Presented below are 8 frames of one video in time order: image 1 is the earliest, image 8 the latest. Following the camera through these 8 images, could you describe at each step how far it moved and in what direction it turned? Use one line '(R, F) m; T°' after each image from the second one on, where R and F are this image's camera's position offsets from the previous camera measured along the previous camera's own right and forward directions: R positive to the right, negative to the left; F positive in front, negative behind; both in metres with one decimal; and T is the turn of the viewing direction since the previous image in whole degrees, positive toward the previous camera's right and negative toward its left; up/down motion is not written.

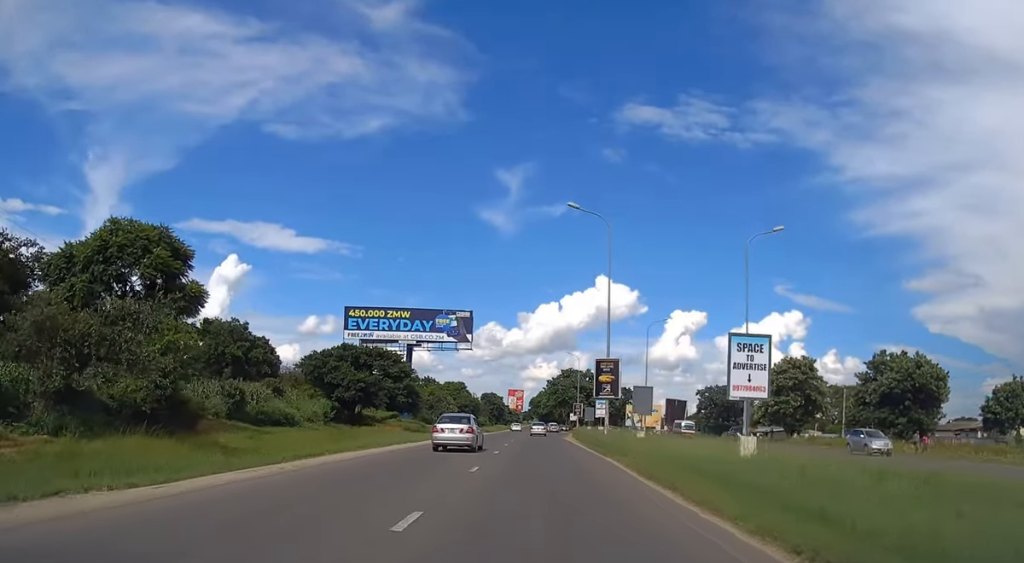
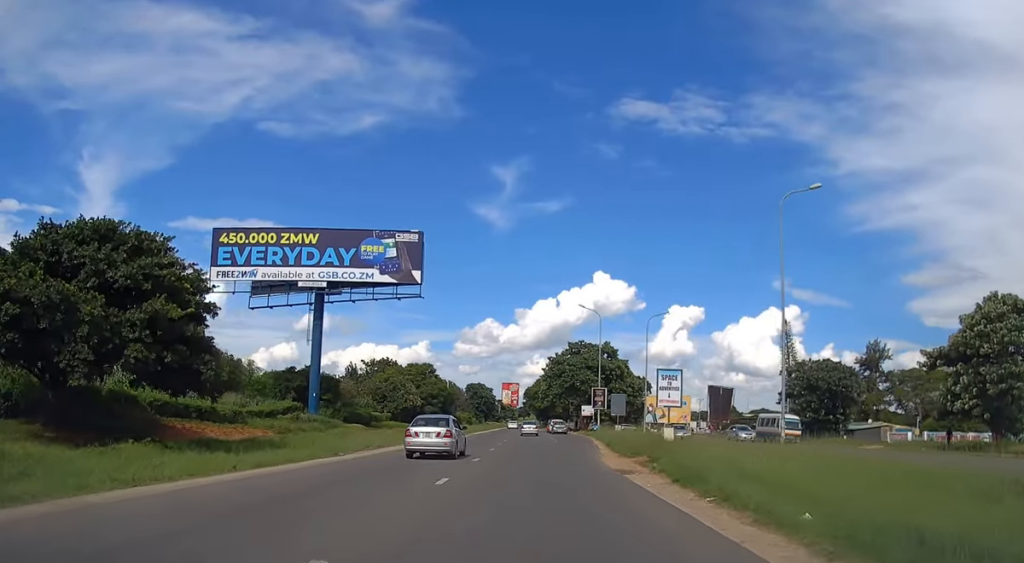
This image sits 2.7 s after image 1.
(+0.5, +42.1) m; +1°
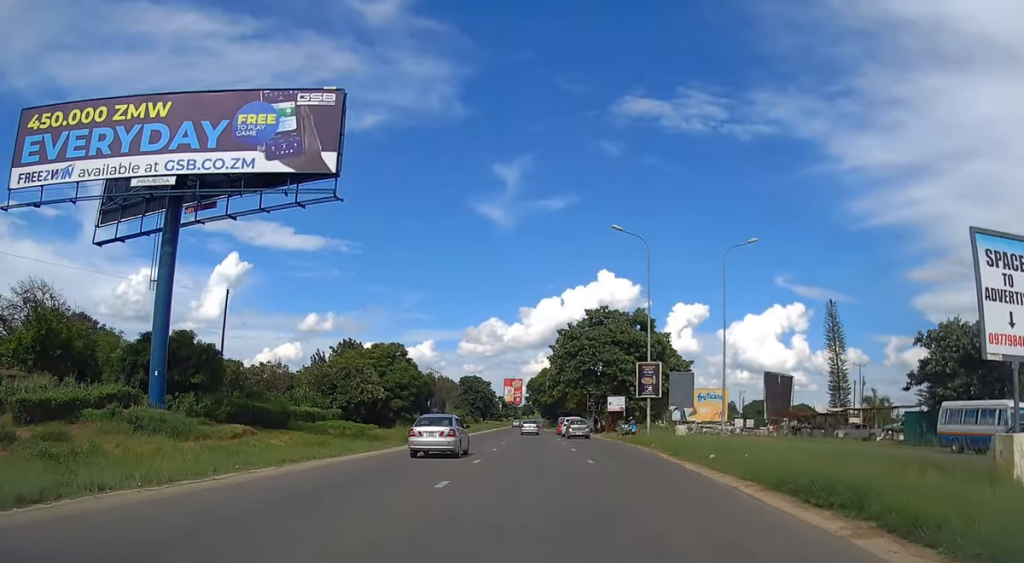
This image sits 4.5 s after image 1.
(-0.3, +27.5) m; -1°
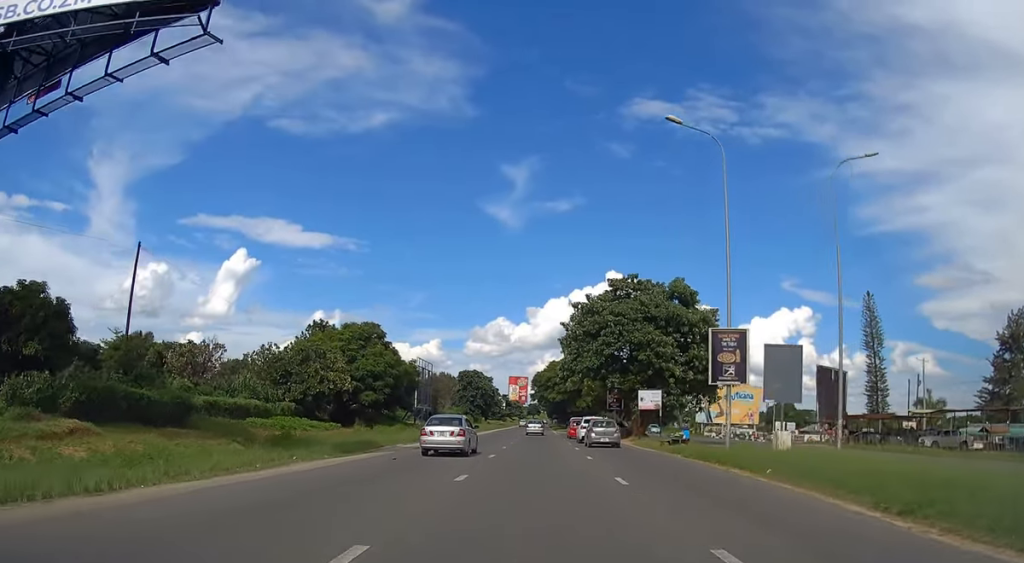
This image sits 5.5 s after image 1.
(-0.1, +15.8) m; 0°
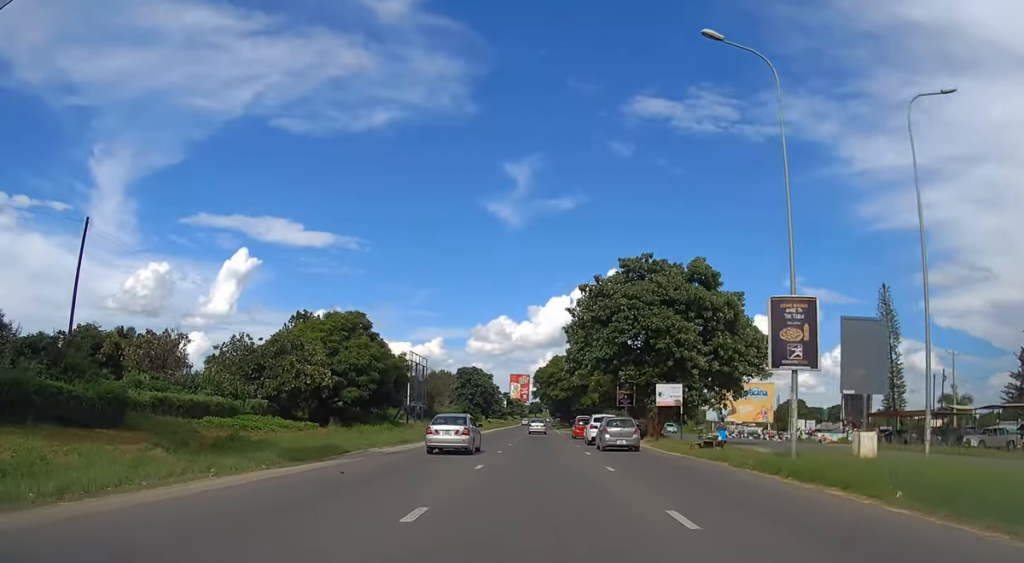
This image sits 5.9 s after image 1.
(0.0, +6.3) m; 0°
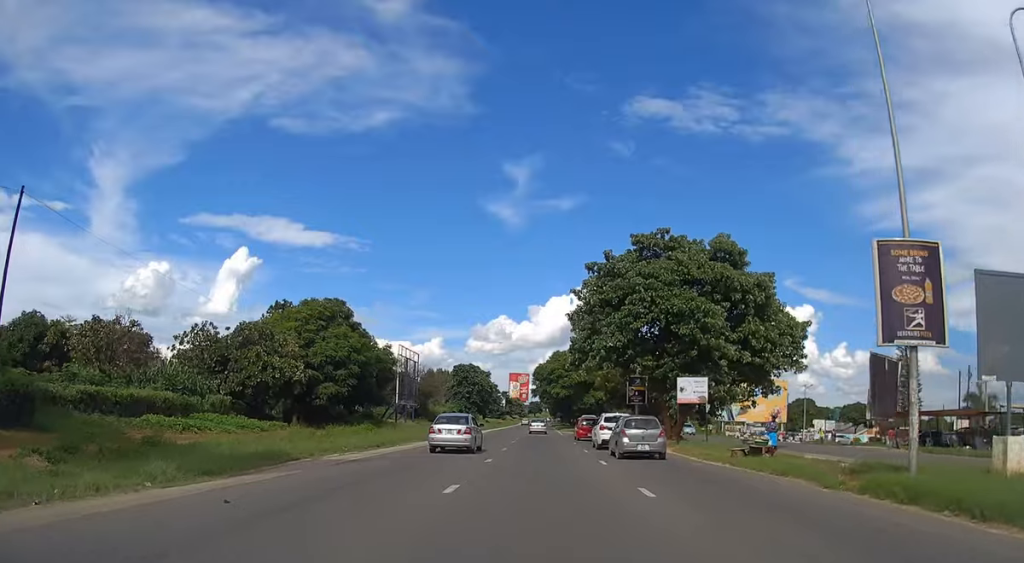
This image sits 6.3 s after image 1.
(+0.1, +6.3) m; 0°
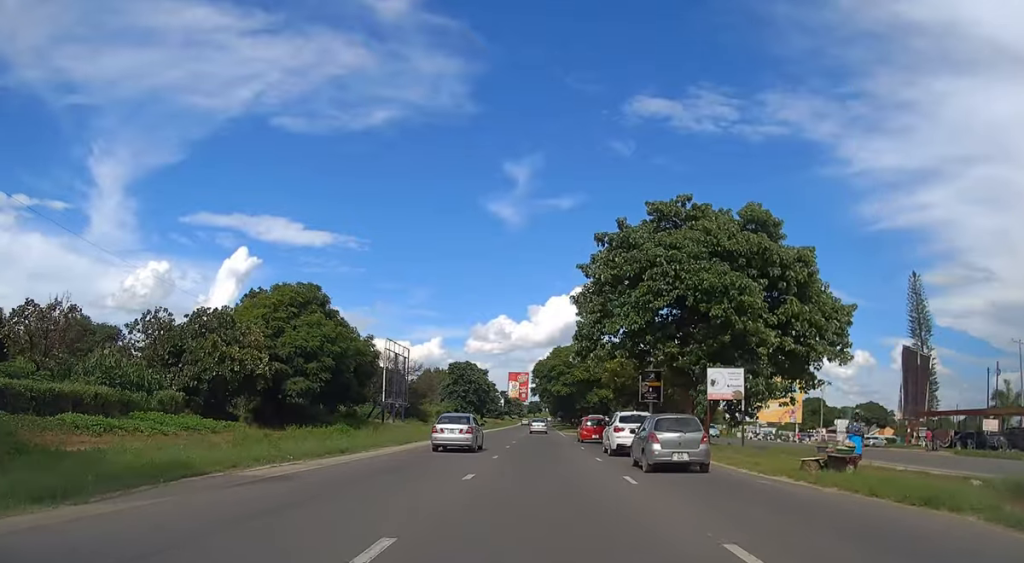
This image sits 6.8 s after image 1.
(+0.1, +6.3) m; 0°
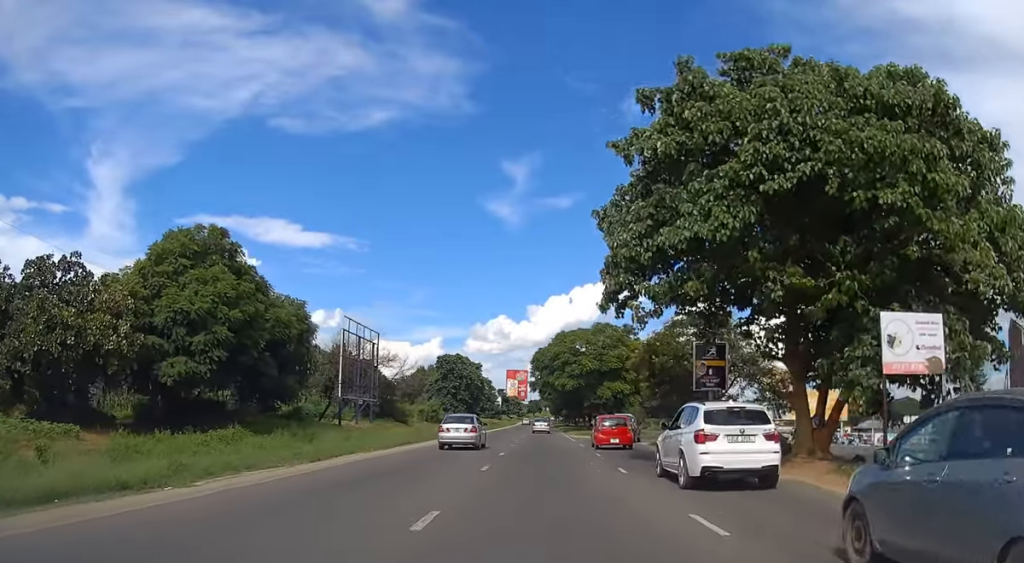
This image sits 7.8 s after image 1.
(-0.2, +15.1) m; 0°
